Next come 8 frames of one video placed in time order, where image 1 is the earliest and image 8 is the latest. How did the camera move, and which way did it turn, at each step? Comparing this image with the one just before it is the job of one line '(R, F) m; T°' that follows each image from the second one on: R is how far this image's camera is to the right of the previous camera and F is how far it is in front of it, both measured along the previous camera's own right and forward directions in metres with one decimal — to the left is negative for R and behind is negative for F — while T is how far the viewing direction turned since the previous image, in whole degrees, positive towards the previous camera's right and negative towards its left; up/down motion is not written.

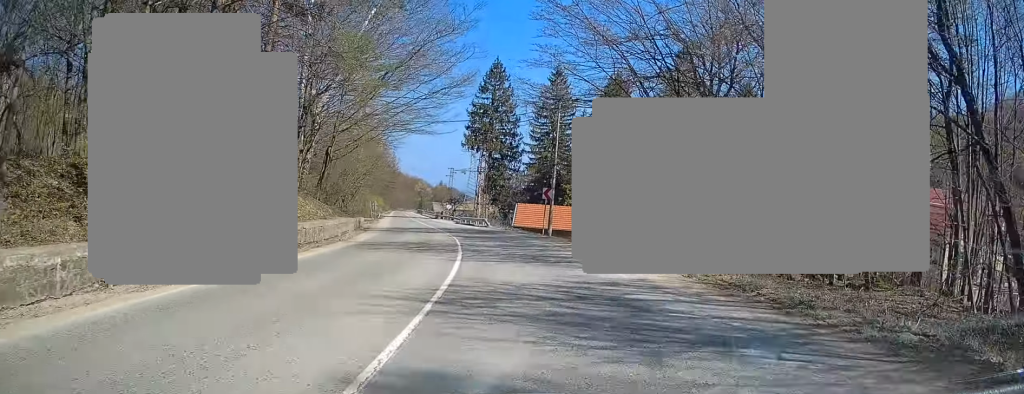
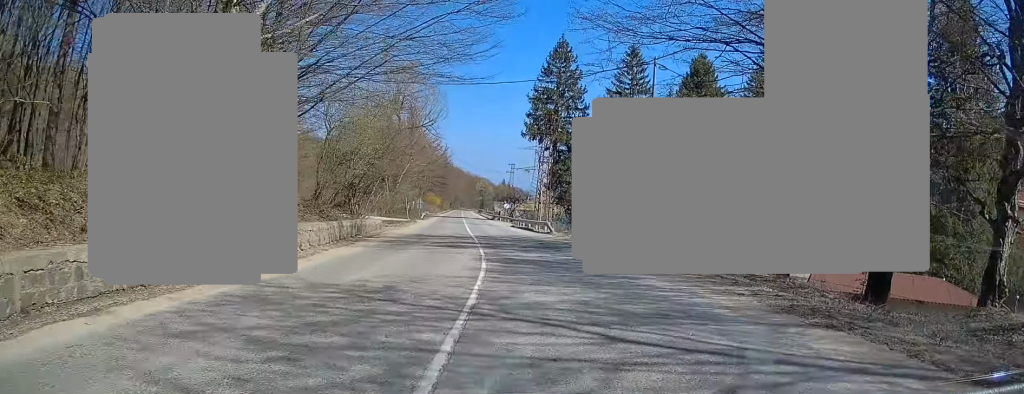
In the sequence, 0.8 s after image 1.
(-0.6, +13.3) m; -5°
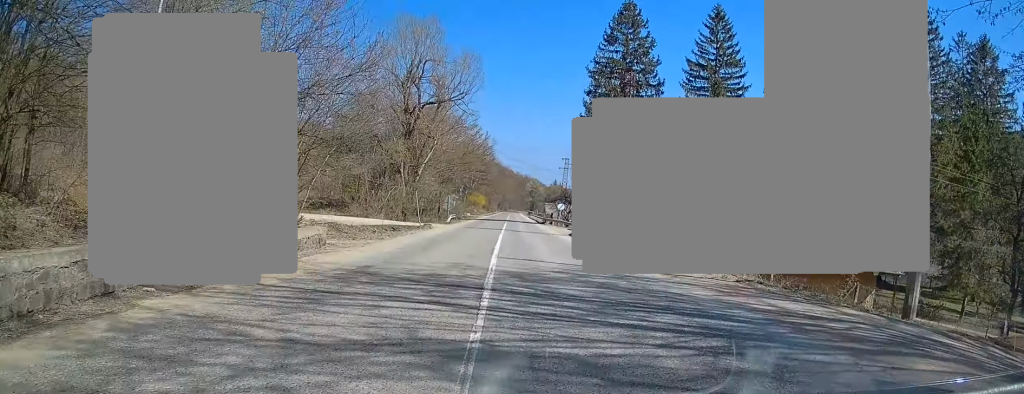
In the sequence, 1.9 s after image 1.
(-0.8, +17.7) m; -4°
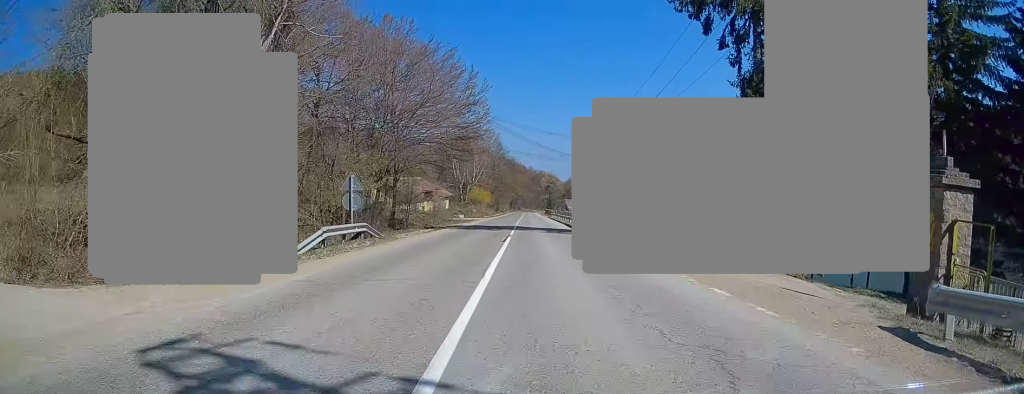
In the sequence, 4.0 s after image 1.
(-1.3, +37.2) m; -2°
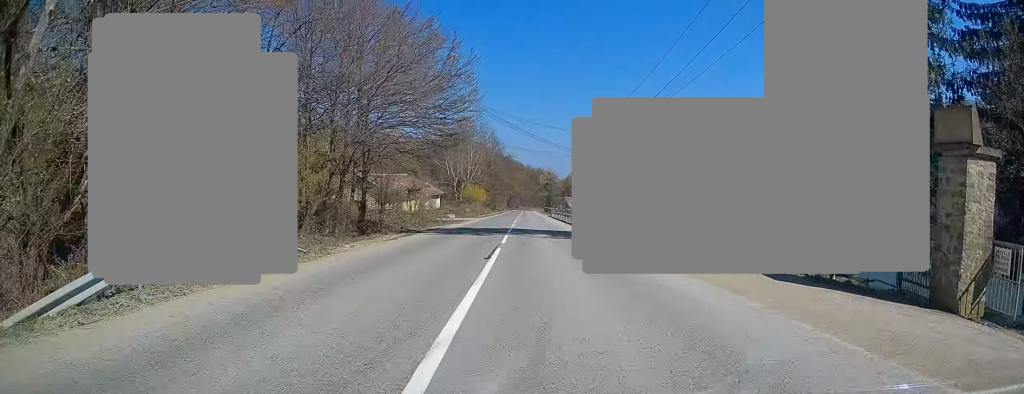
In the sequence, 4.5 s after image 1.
(-0.1, +8.6) m; 0°
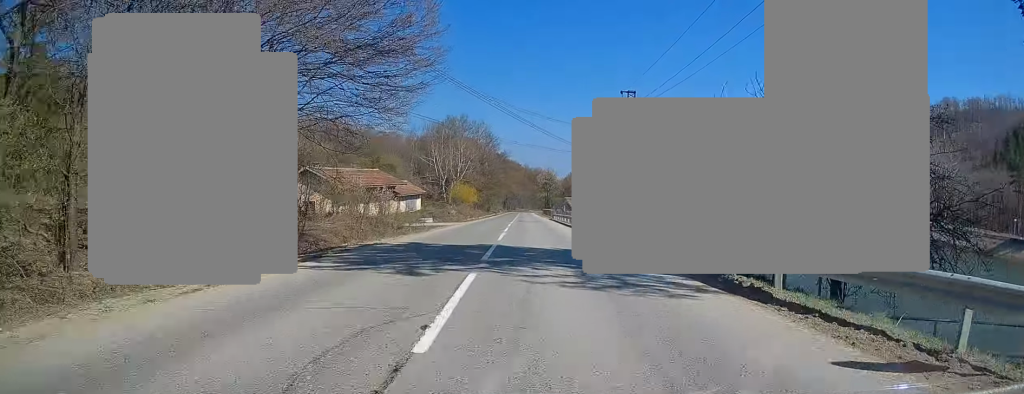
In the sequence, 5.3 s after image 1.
(+0.3, +15.5) m; 0°
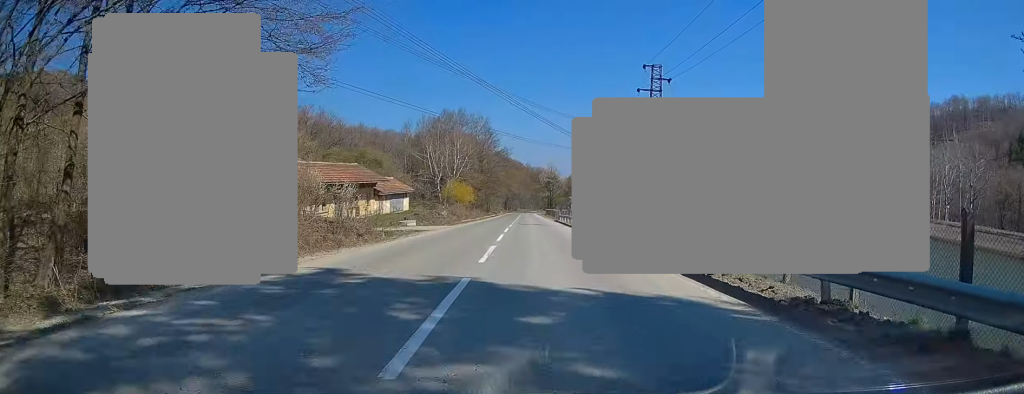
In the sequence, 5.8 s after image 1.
(0.0, +9.8) m; 0°
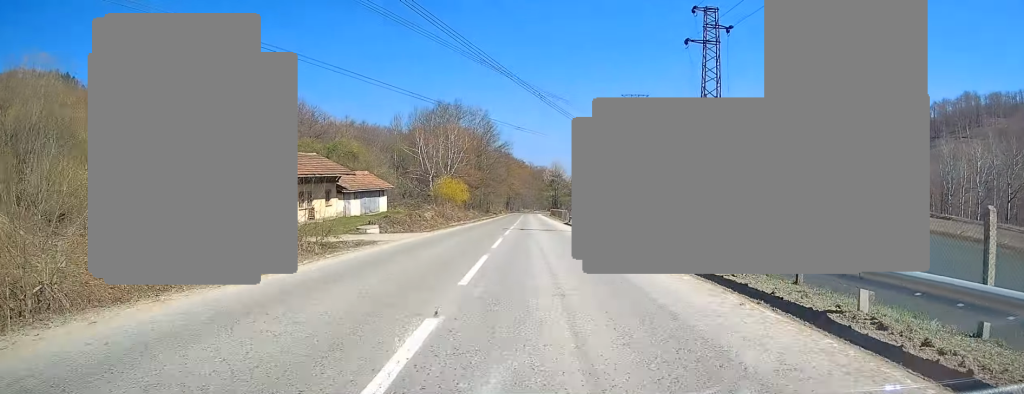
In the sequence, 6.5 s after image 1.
(-0.2, +12.9) m; 0°
